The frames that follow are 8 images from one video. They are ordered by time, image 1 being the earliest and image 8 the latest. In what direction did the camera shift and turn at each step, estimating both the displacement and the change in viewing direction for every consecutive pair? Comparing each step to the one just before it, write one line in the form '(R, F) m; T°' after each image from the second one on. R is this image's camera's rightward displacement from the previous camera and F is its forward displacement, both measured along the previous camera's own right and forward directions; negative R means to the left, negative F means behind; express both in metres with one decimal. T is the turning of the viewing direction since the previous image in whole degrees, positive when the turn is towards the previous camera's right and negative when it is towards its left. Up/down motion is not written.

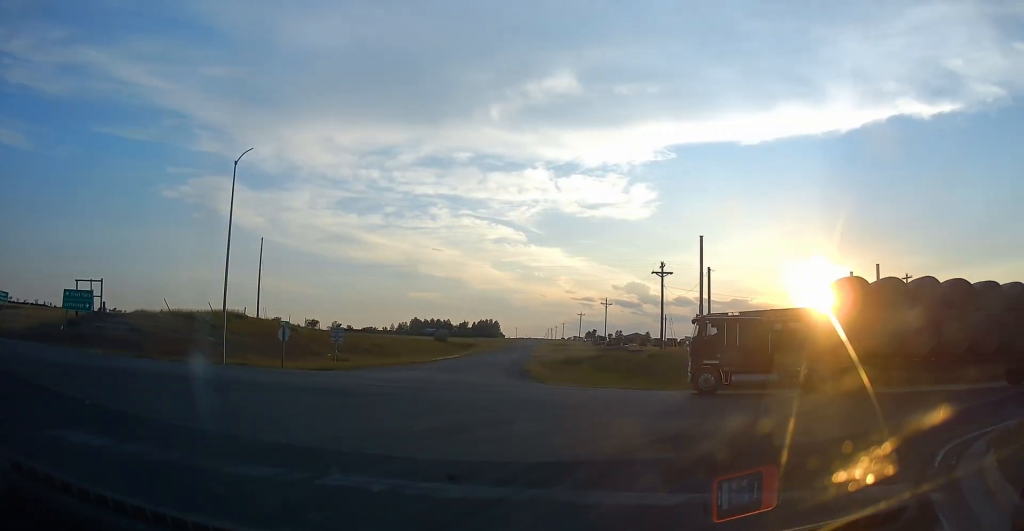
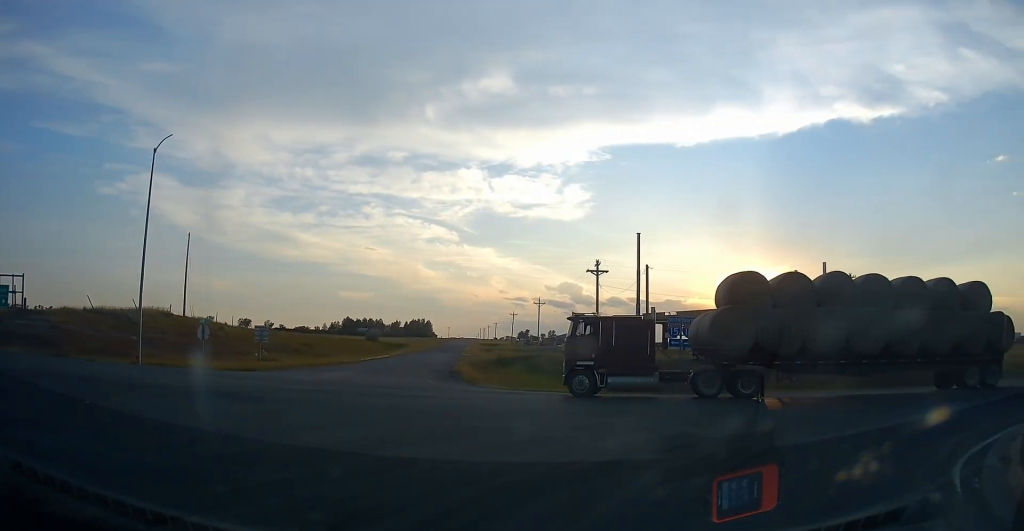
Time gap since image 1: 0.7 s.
(+0.4, +2.6) m; +9°
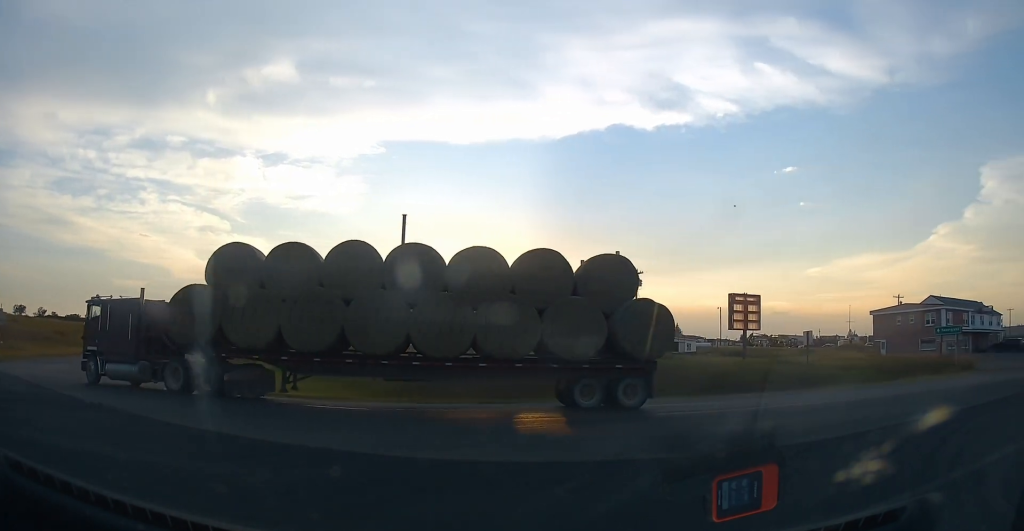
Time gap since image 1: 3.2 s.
(+1.4, +6.7) m; +26°
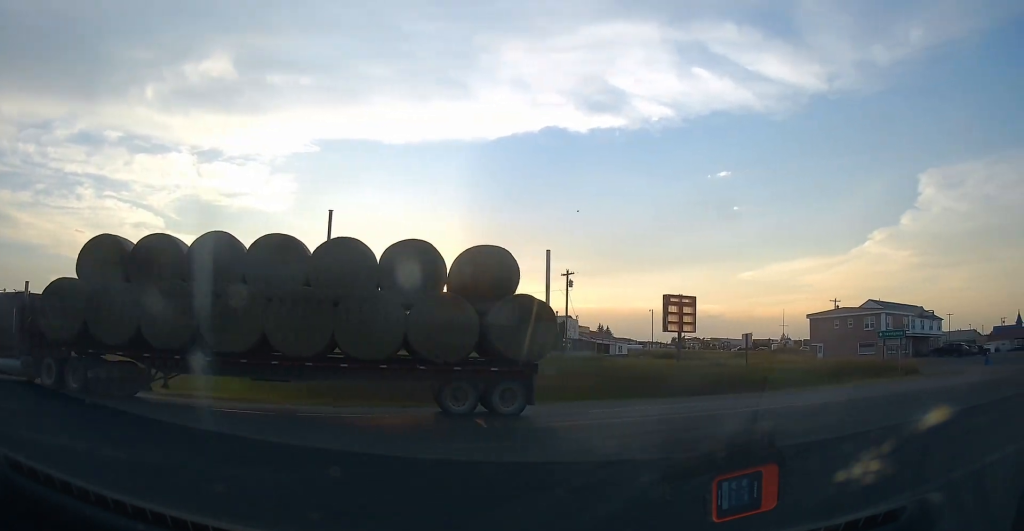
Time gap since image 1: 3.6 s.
(0.0, +1.1) m; +4°
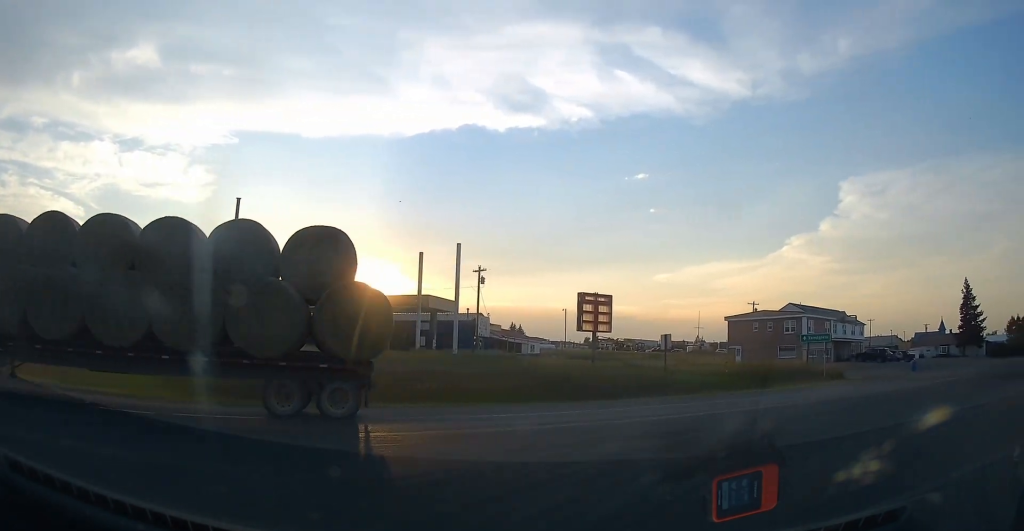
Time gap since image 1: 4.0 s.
(+0.1, +1.4) m; +5°
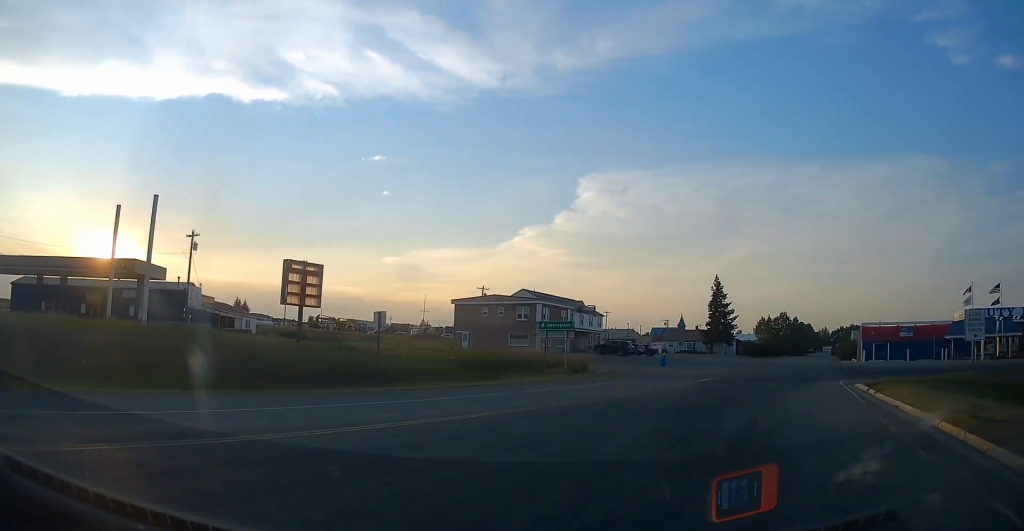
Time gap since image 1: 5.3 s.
(+0.7, +5.0) m; +16°
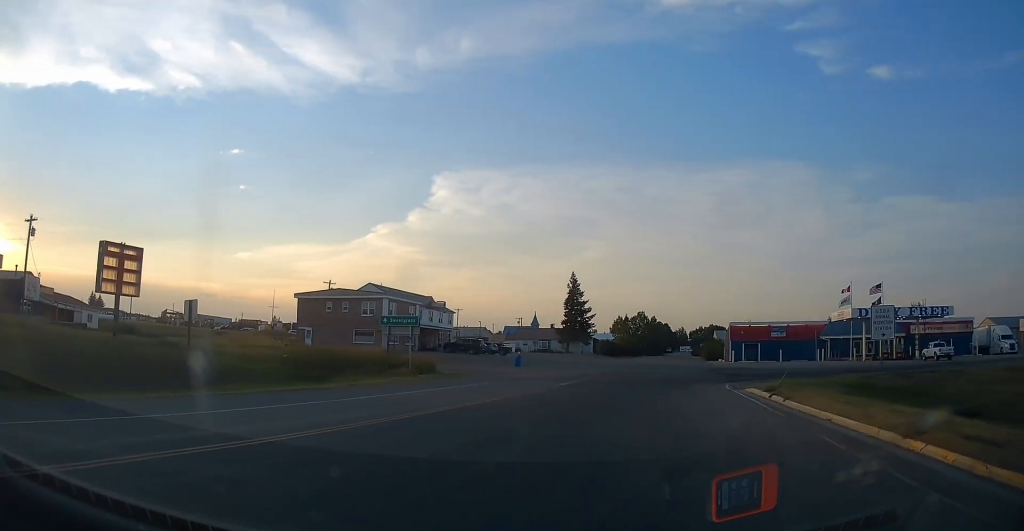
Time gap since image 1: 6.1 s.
(+0.4, +3.8) m; +14°
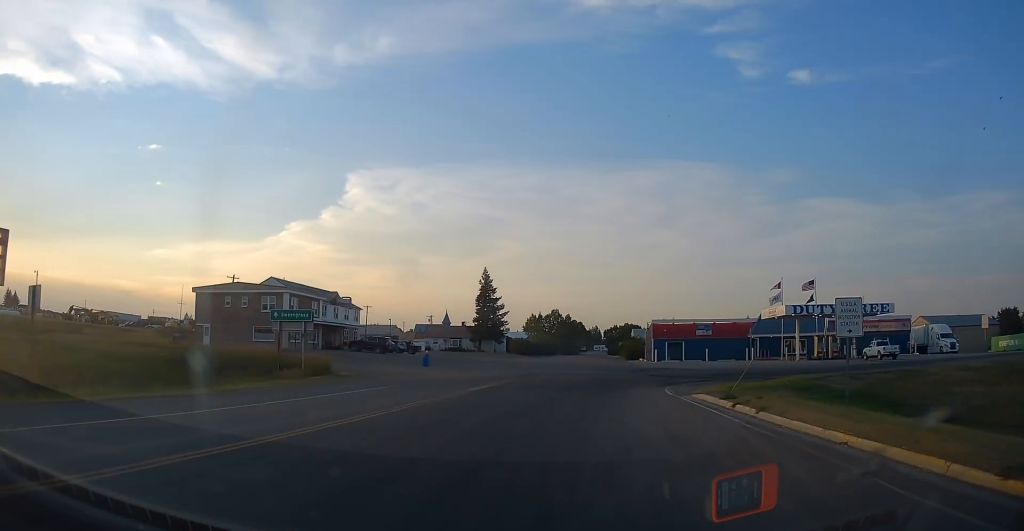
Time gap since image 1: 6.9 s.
(+0.3, +3.8) m; +14°
